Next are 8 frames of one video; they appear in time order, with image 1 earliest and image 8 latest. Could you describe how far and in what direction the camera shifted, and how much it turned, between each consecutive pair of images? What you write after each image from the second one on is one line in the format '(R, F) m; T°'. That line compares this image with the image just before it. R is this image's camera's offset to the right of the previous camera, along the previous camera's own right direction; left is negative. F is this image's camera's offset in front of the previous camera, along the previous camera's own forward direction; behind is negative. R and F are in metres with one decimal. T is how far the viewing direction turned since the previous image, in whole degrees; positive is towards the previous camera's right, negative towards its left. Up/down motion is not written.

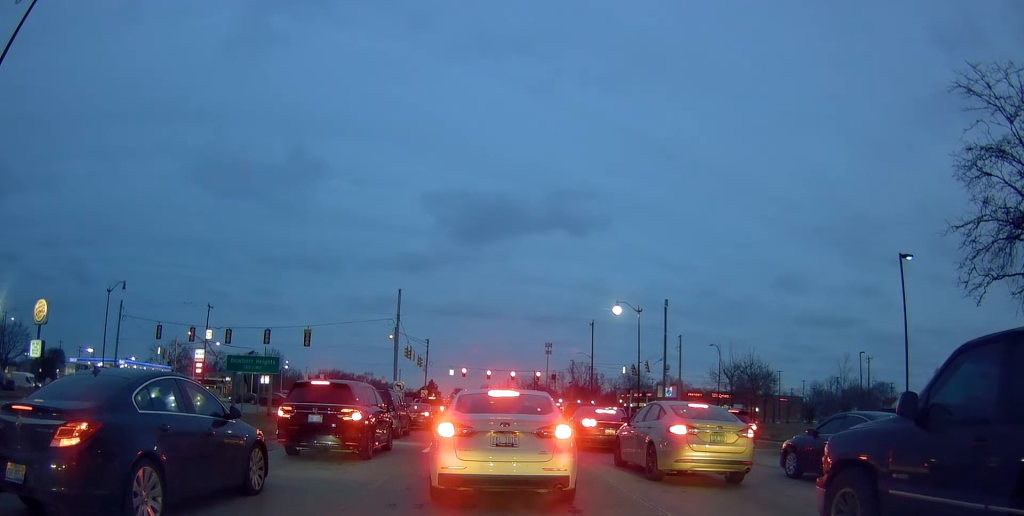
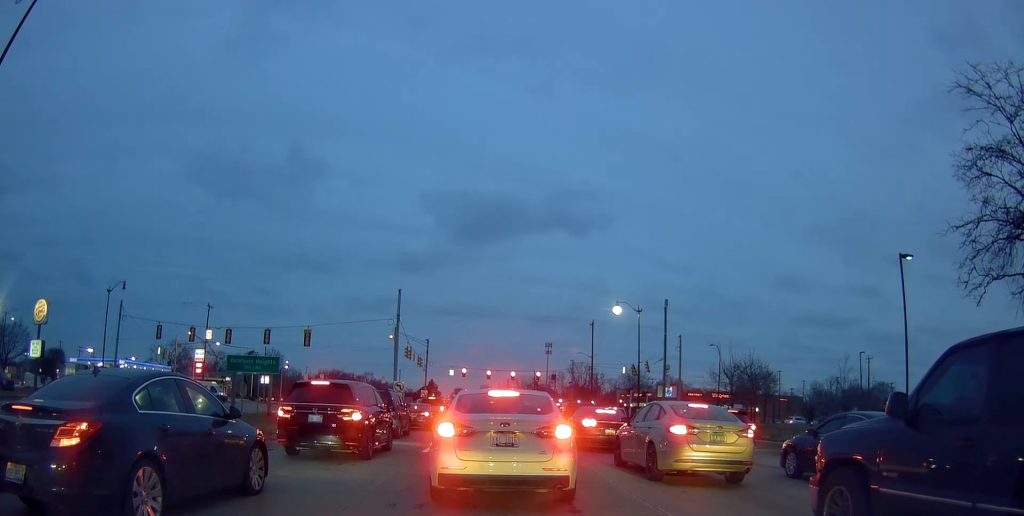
(0.0, 0.0) m; 0°
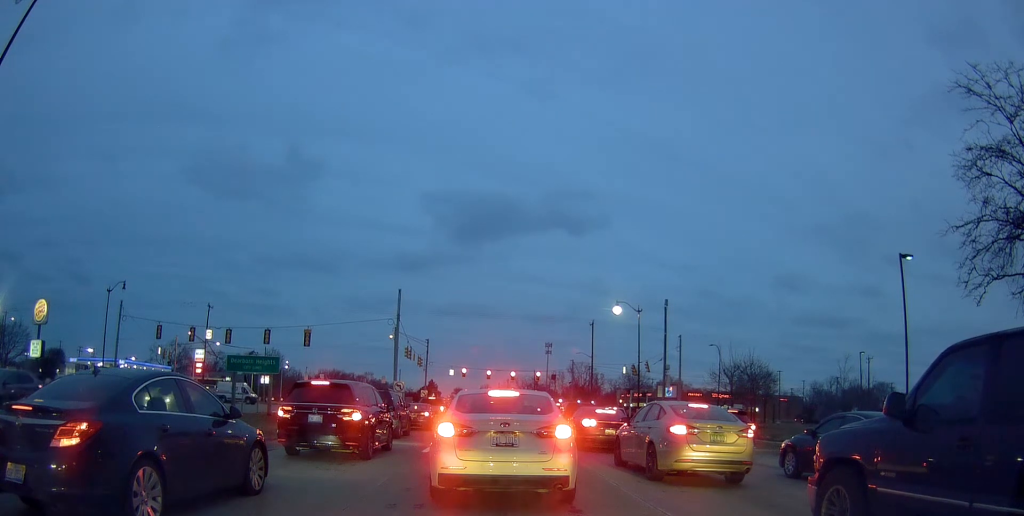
(0.0, 0.0) m; 0°
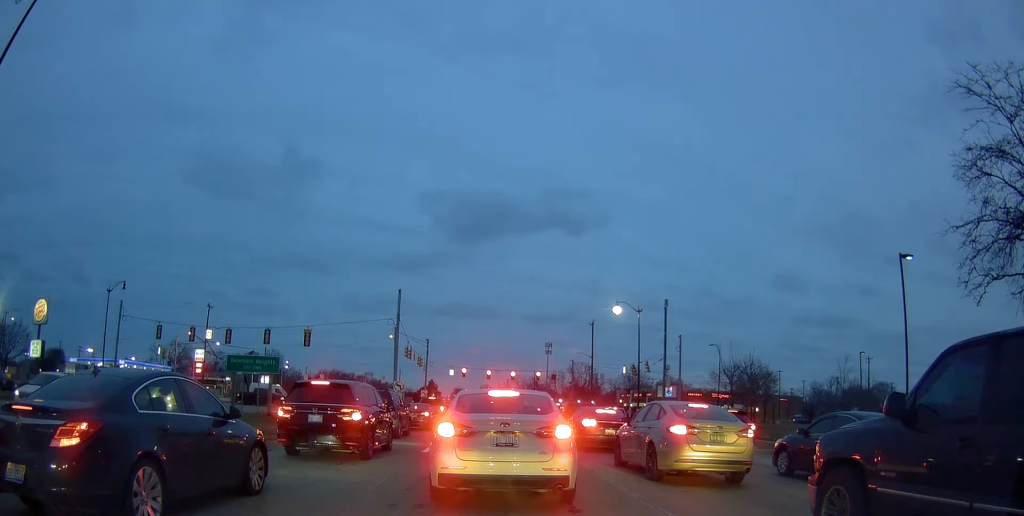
(0.0, 0.0) m; 0°
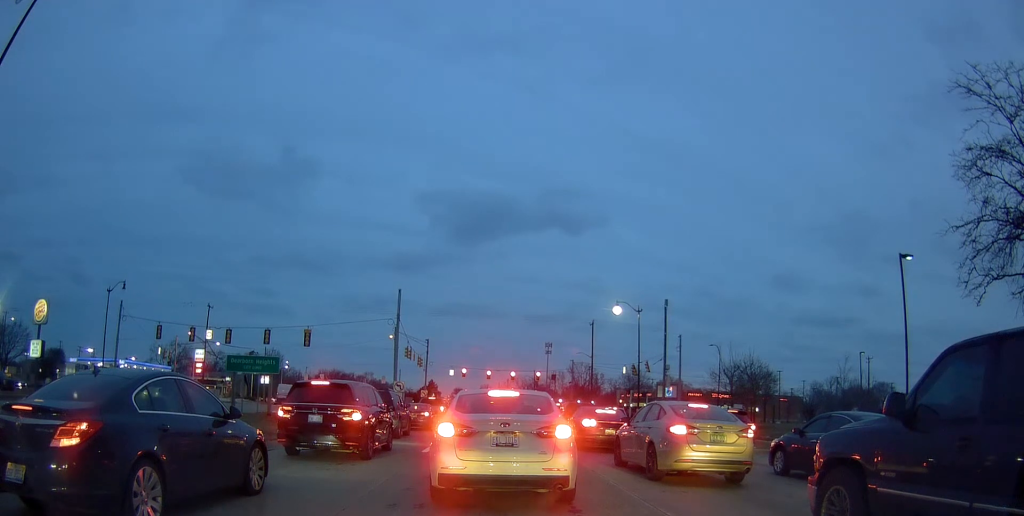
(0.0, 0.0) m; 0°
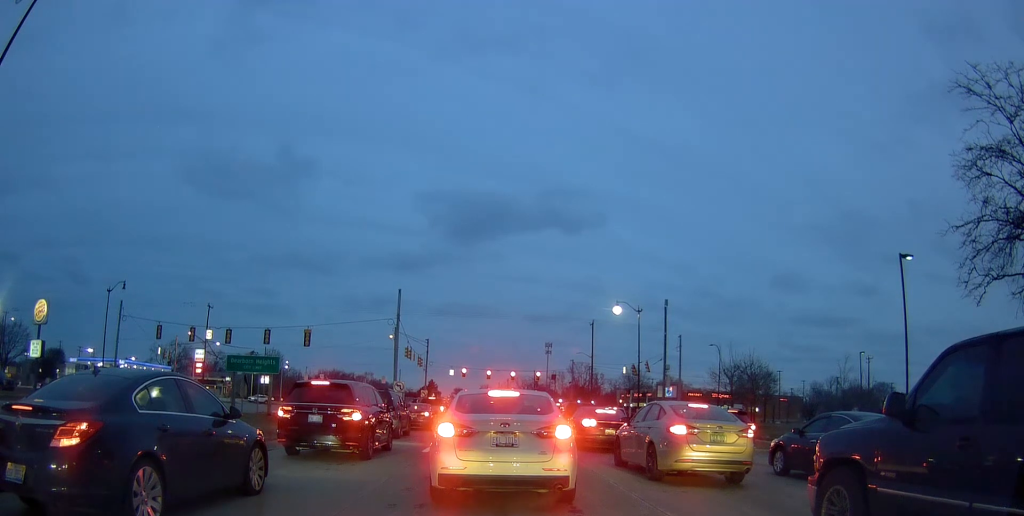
(0.0, 0.0) m; 0°
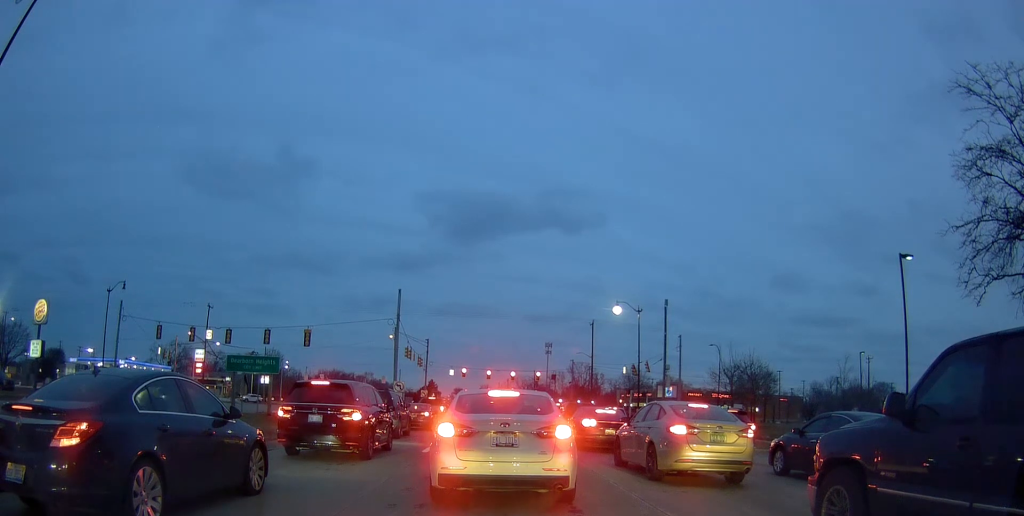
(0.0, 0.0) m; 0°
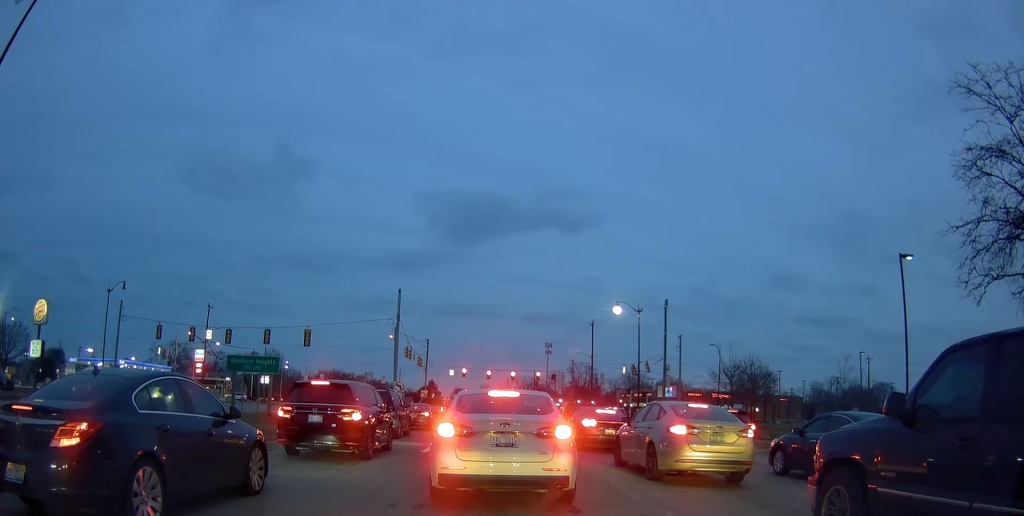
(0.0, 0.0) m; 0°
